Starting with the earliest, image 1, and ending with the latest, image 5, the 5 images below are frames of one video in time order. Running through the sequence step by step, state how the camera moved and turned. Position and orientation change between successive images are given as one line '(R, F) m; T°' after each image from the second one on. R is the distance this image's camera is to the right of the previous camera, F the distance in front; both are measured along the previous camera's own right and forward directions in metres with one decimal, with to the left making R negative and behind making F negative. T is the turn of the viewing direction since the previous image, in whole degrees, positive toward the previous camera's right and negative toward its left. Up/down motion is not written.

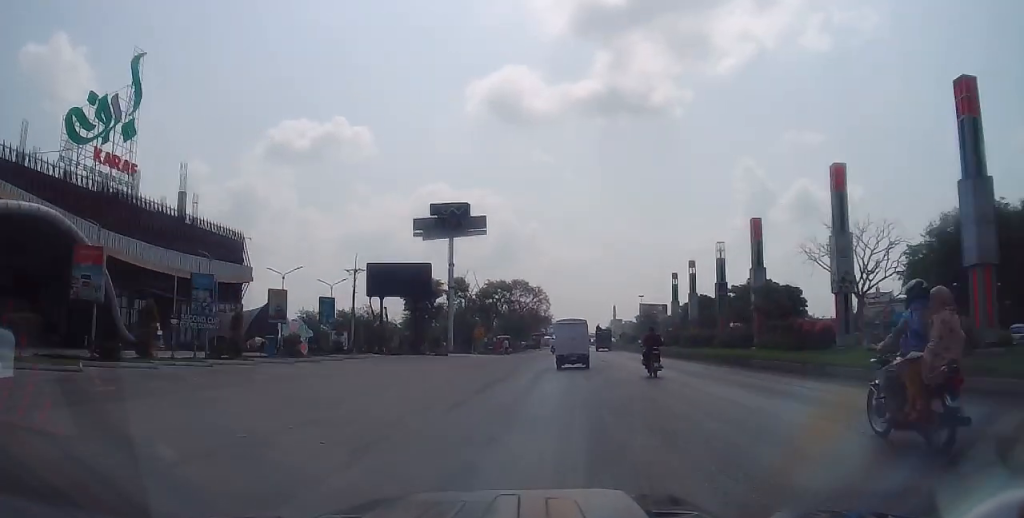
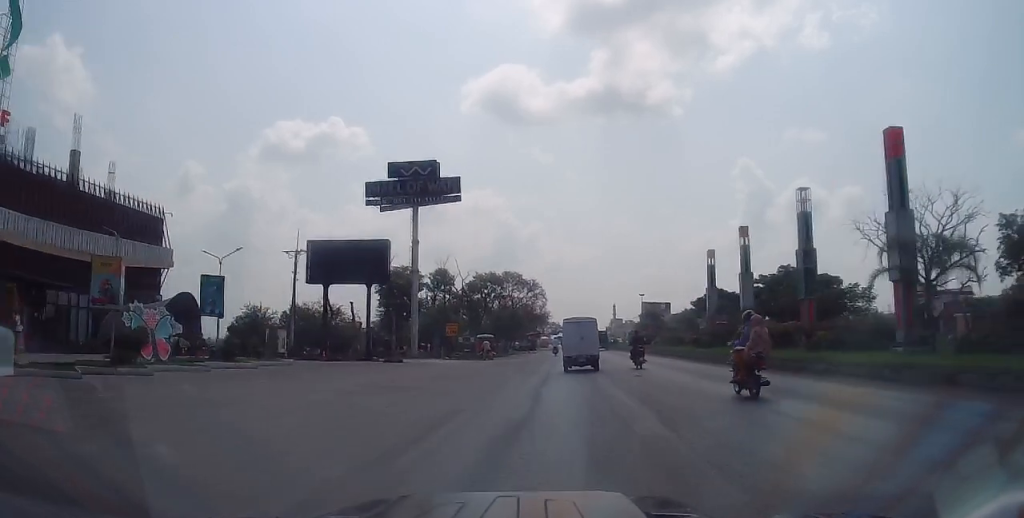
(+0.2, +15.0) m; +1°
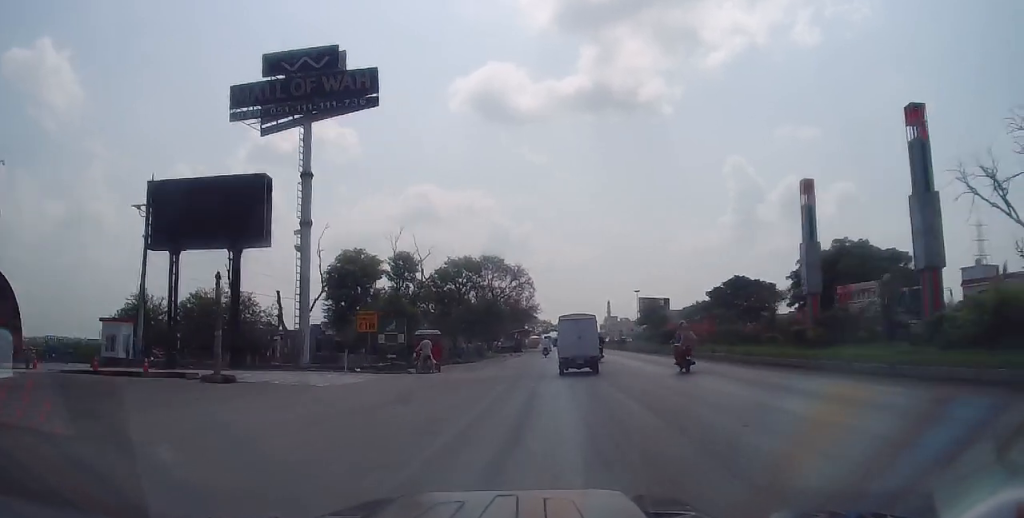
(-0.3, +19.6) m; -2°
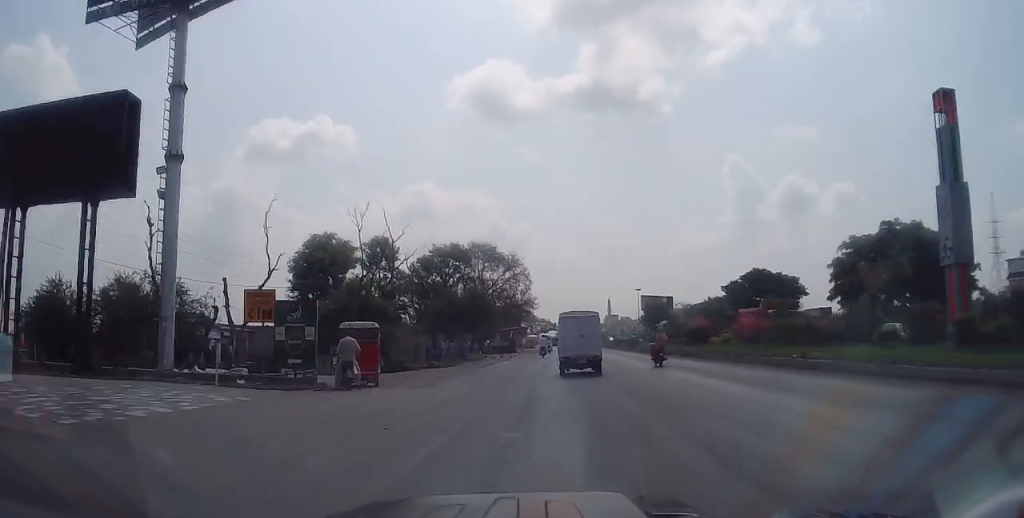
(-0.1, +10.4) m; 0°
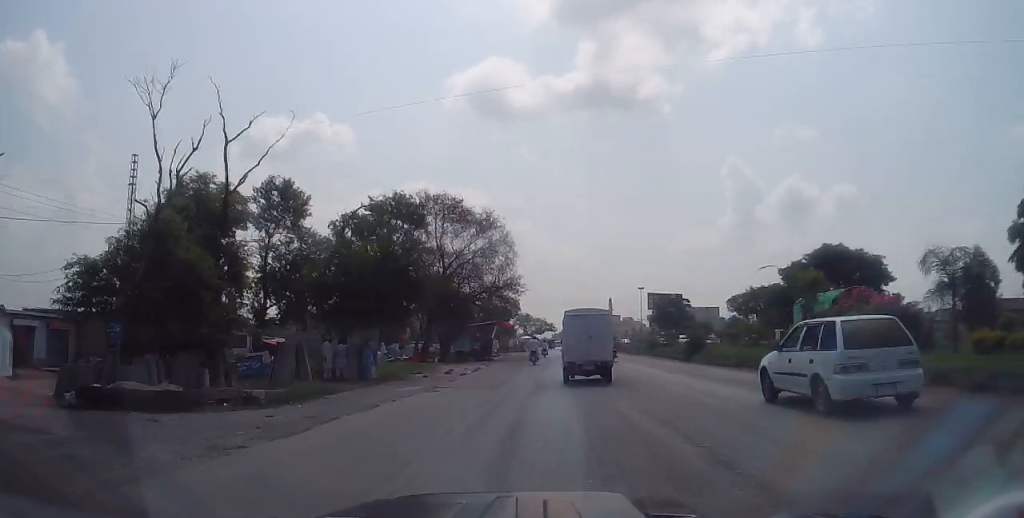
(+0.4, +25.6) m; +1°
